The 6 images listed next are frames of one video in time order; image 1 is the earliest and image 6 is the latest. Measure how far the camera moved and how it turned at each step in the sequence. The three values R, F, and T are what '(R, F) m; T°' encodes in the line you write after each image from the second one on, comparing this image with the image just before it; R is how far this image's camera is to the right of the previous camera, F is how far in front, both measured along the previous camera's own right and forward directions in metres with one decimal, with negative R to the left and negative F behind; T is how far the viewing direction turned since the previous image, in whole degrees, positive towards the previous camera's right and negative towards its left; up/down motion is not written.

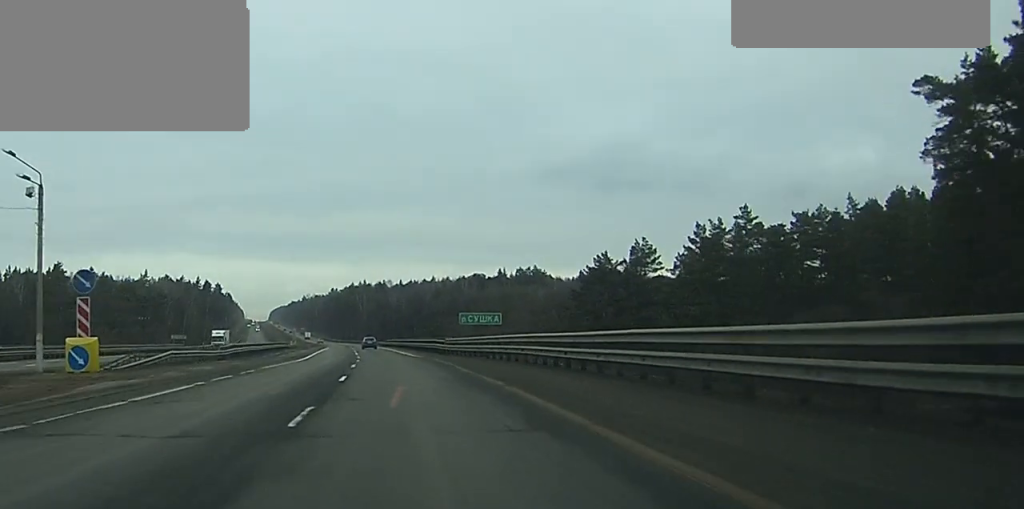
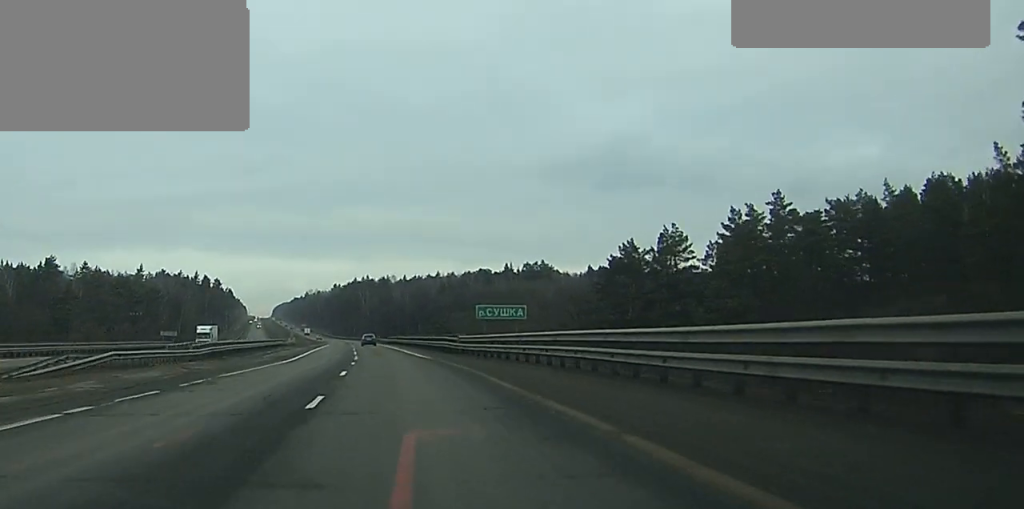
(0.0, +9.8) m; 0°
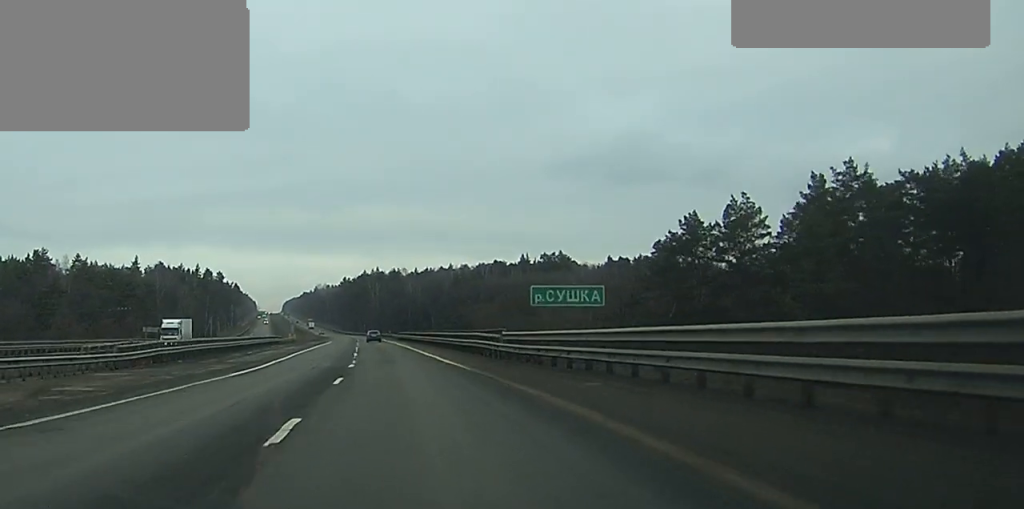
(-0.1, +16.6) m; -1°
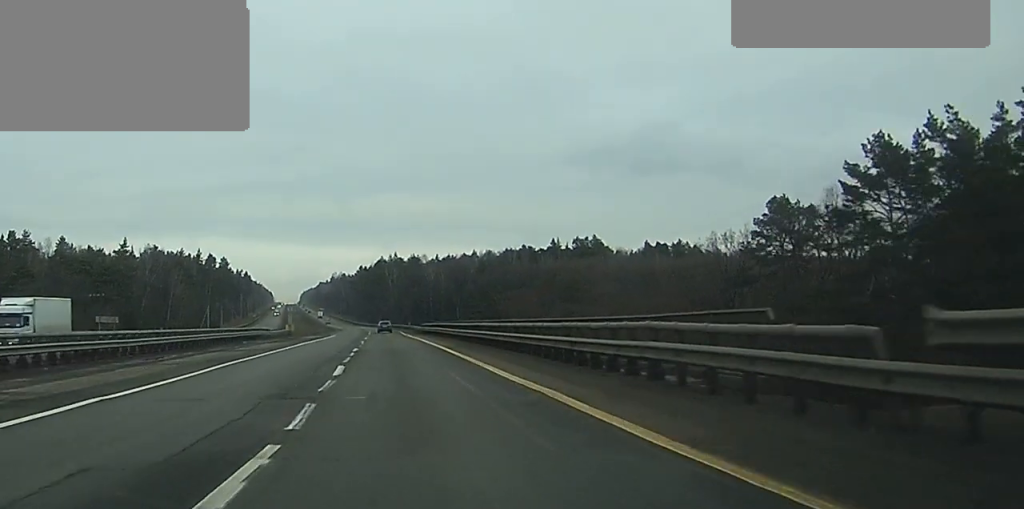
(-0.2, +28.2) m; -1°
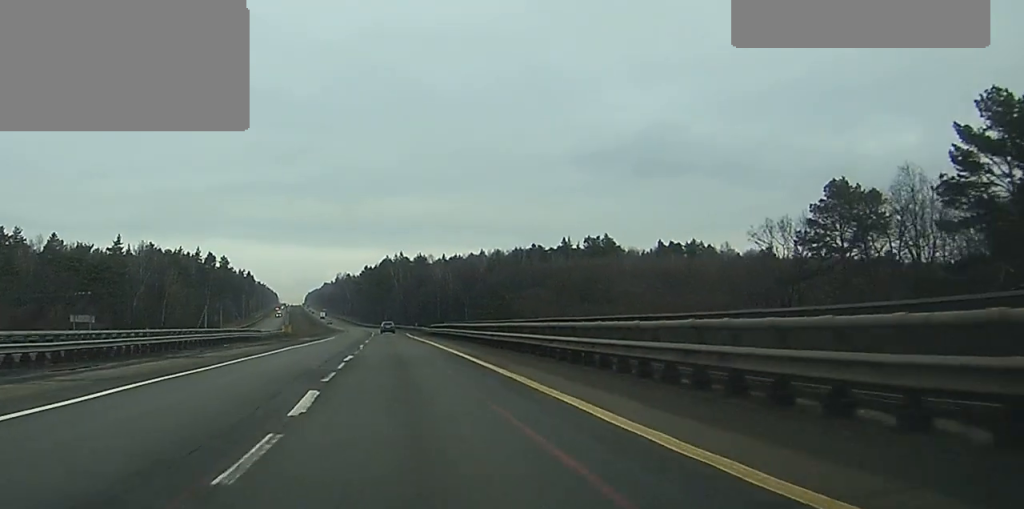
(0.0, +10.0) m; 0°
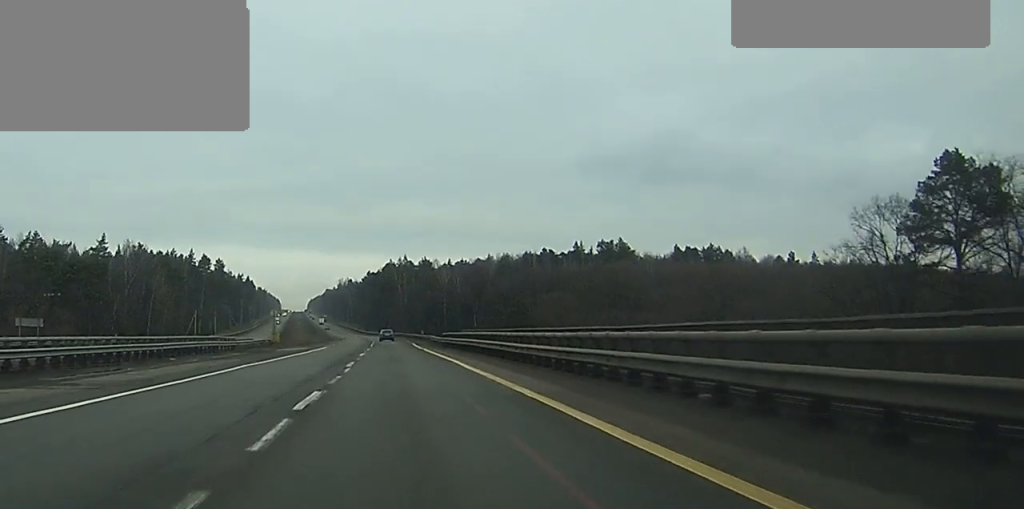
(0.0, +14.8) m; 0°
